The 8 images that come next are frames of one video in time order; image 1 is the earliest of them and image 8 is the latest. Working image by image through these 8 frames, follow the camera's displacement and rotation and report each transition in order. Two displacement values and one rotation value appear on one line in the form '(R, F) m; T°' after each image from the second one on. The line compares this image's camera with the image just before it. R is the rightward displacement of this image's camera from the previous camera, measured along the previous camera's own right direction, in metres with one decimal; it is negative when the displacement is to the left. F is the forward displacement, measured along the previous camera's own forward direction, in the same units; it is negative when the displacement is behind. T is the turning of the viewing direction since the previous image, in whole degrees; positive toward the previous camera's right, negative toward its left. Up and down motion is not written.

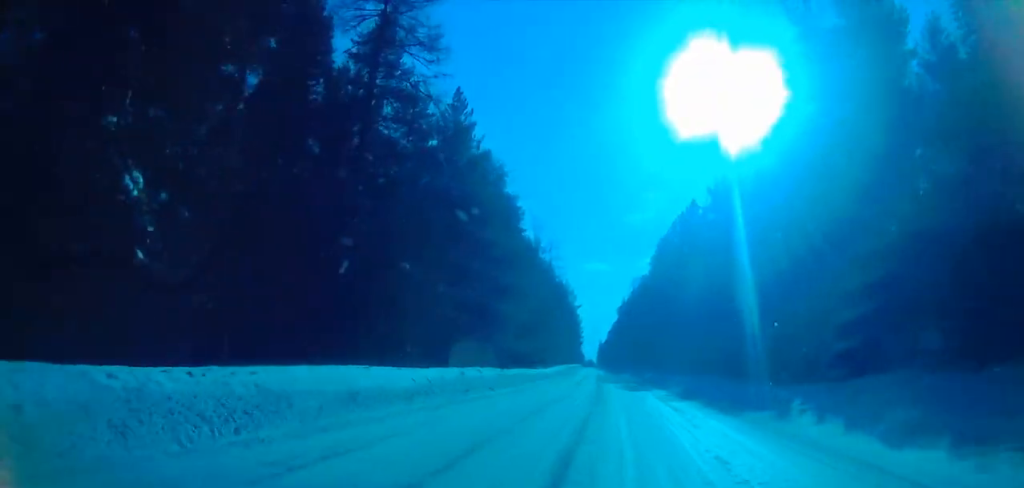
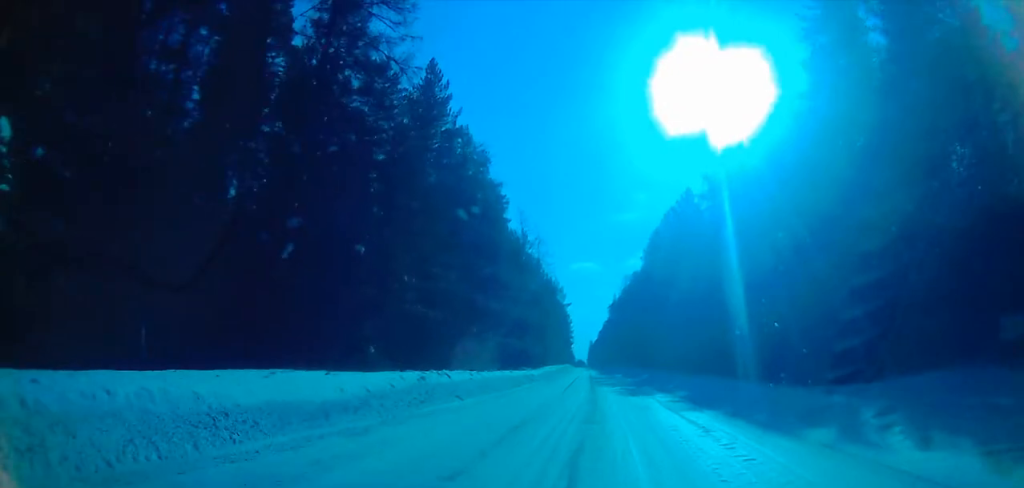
(-0.1, +4.9) m; +2°
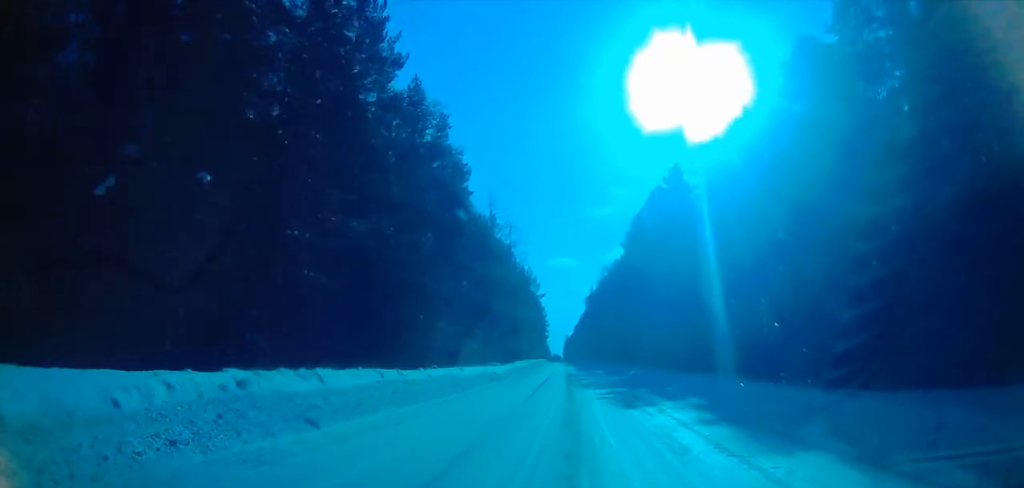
(+0.3, +9.9) m; +3°
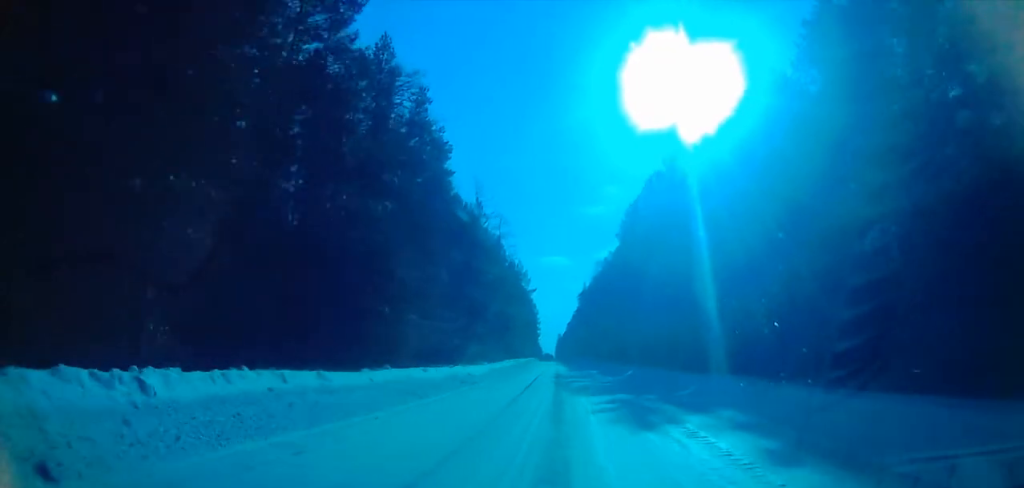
(+0.1, +5.2) m; +1°
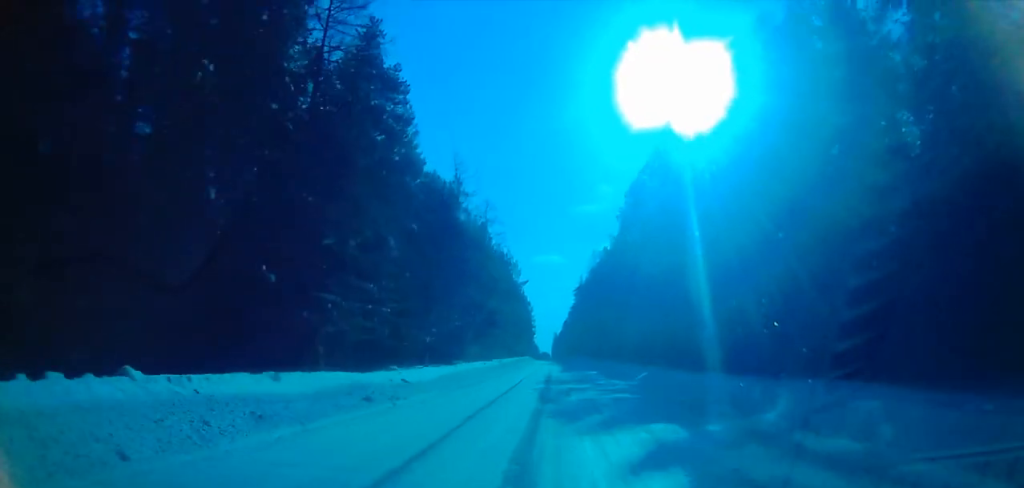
(+0.1, +12.7) m; +1°
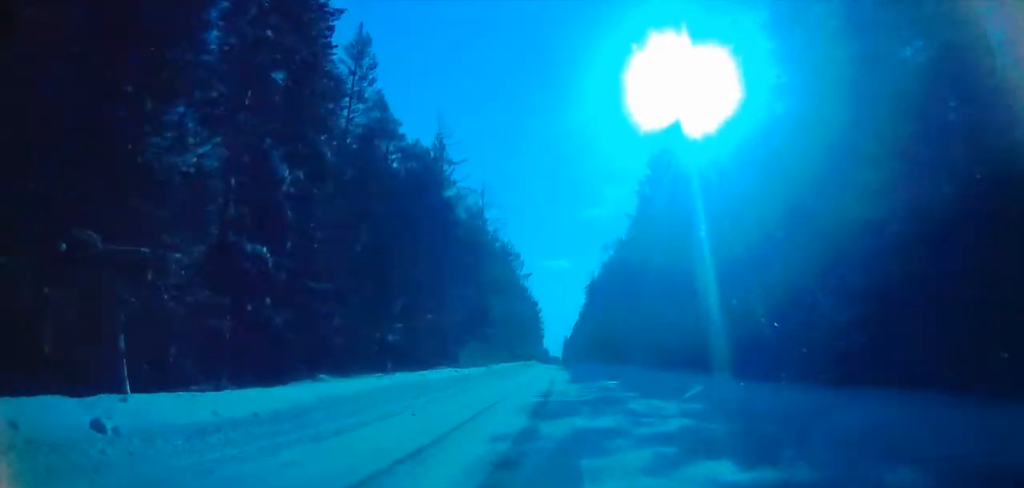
(0.0, +15.0) m; 0°
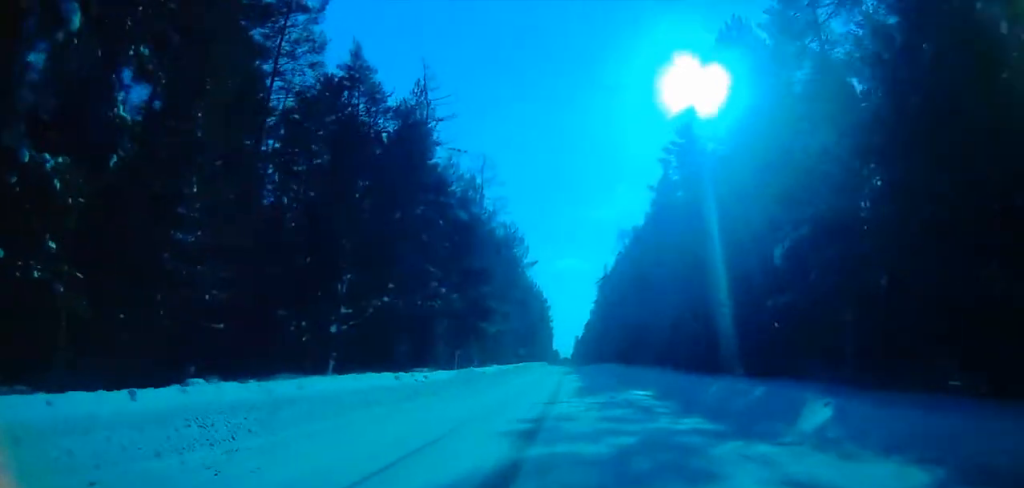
(0.0, +12.2) m; 0°
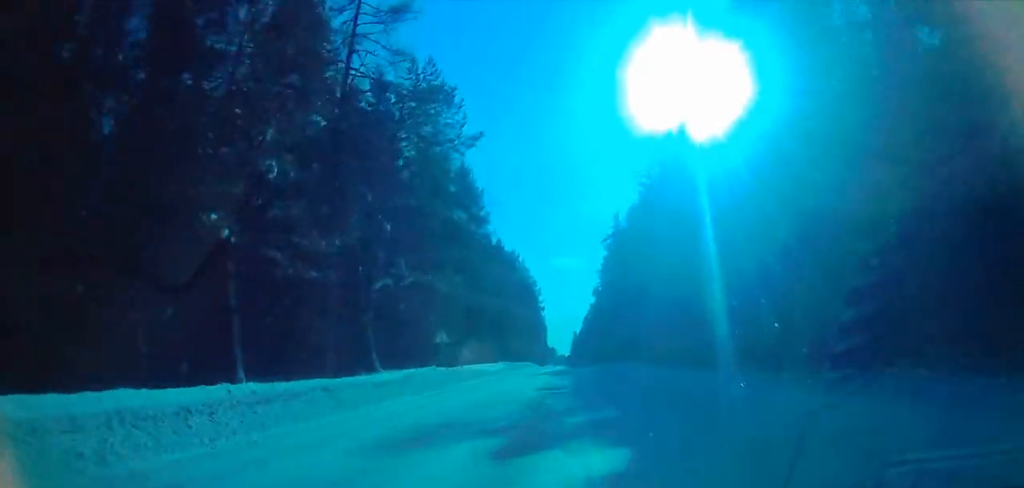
(-0.5, +49.4) m; -1°
